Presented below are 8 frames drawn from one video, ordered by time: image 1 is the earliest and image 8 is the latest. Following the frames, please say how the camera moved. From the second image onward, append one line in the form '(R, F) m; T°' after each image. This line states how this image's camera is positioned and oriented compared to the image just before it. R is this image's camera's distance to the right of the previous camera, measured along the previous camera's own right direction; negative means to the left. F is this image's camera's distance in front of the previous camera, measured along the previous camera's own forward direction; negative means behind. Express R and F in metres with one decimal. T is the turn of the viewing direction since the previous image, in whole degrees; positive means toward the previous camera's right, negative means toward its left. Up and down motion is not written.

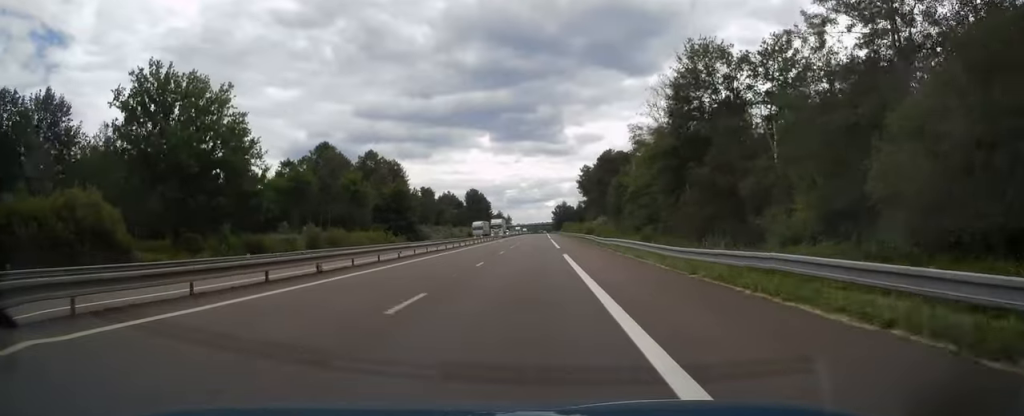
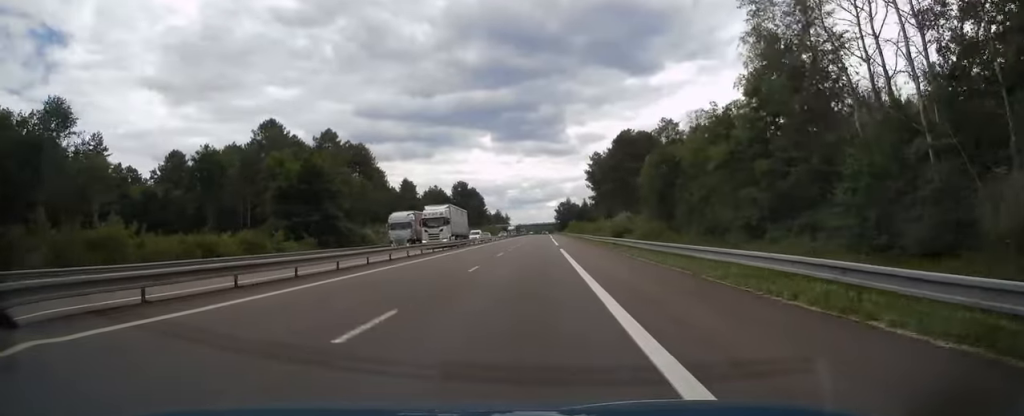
(0.0, +41.8) m; 0°
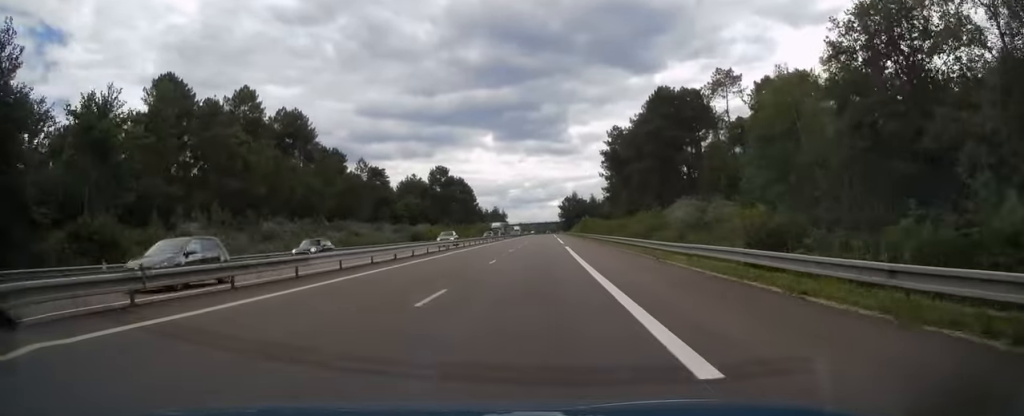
(-0.2, +48.7) m; 0°
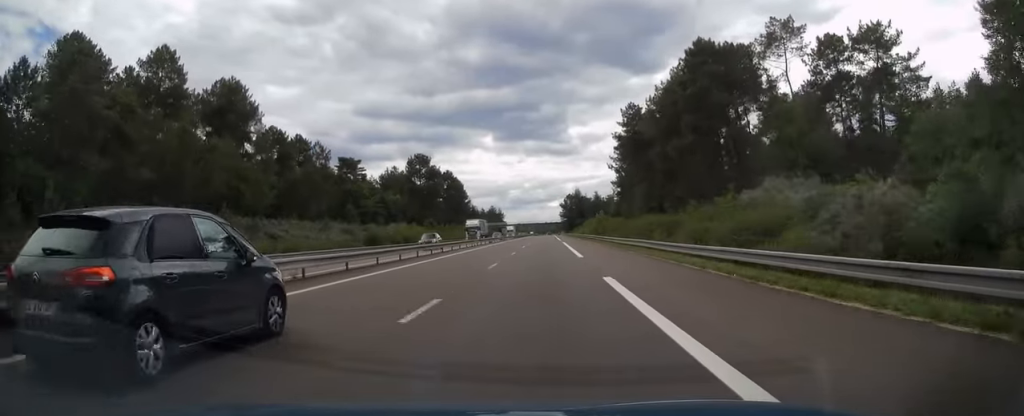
(0.0, +28.0) m; 0°
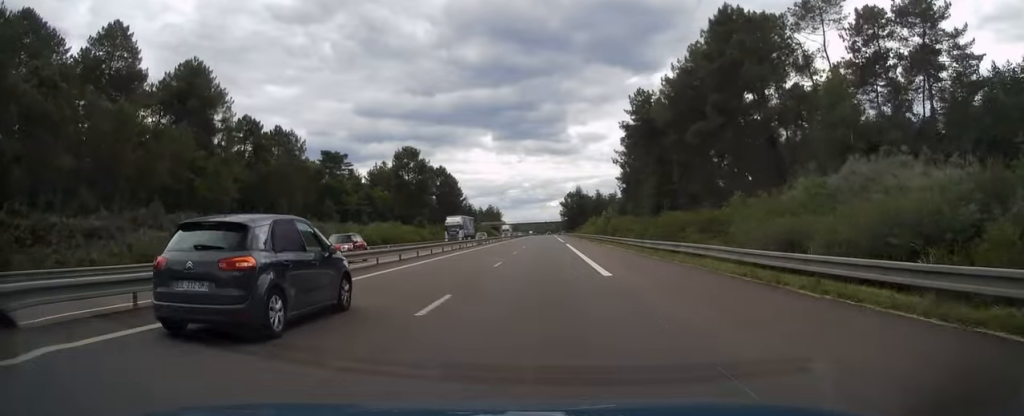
(0.0, +12.3) m; 0°
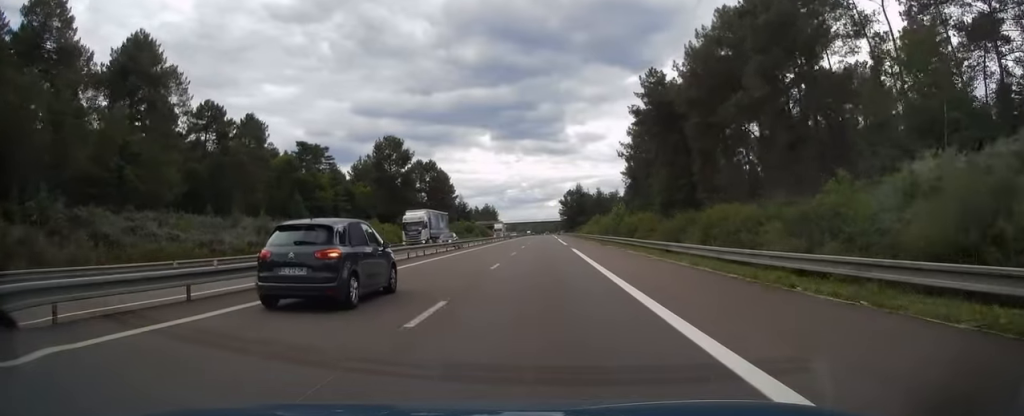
(0.0, +14.3) m; 0°
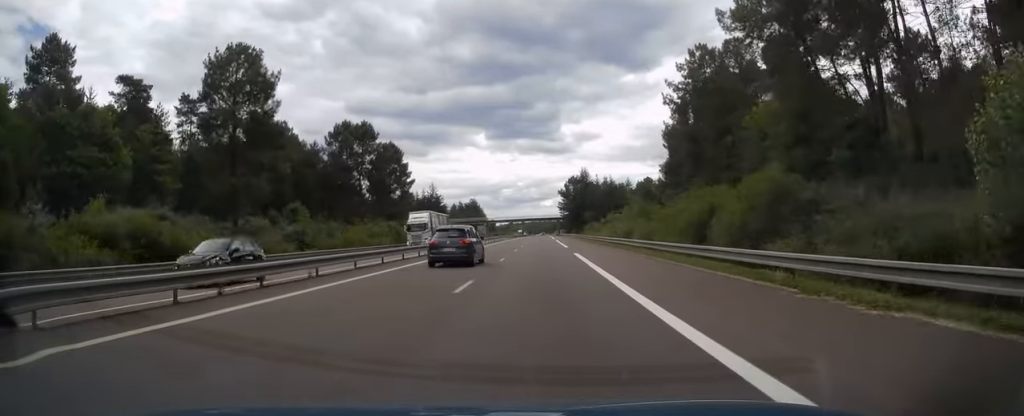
(+0.1, +60.6) m; 0°
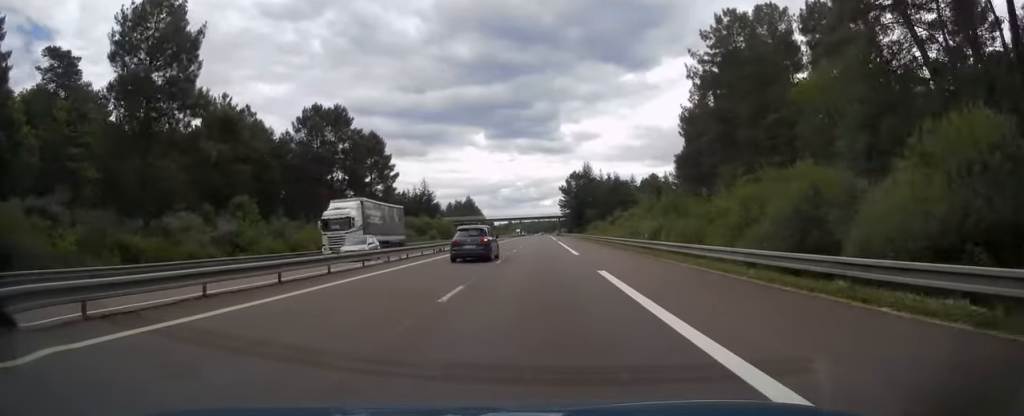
(0.0, +14.8) m; 0°
